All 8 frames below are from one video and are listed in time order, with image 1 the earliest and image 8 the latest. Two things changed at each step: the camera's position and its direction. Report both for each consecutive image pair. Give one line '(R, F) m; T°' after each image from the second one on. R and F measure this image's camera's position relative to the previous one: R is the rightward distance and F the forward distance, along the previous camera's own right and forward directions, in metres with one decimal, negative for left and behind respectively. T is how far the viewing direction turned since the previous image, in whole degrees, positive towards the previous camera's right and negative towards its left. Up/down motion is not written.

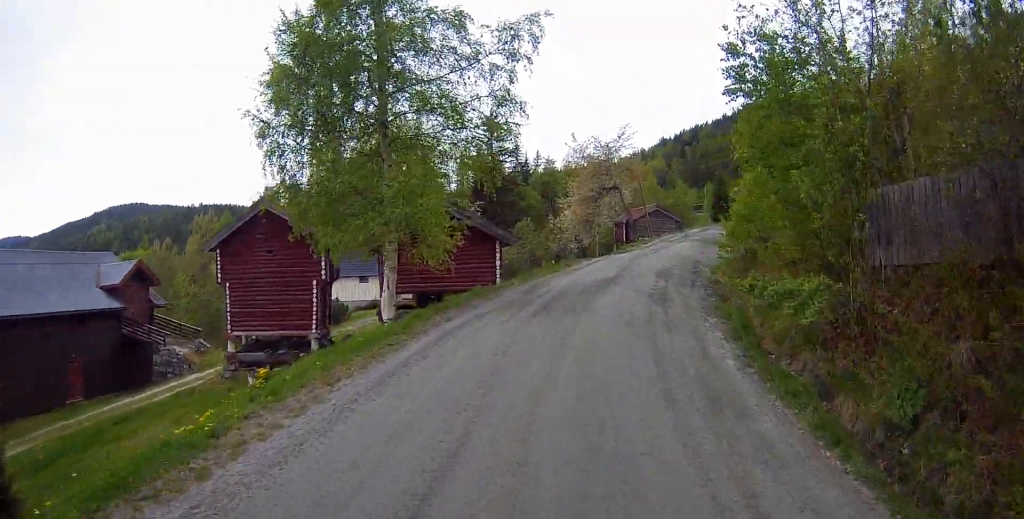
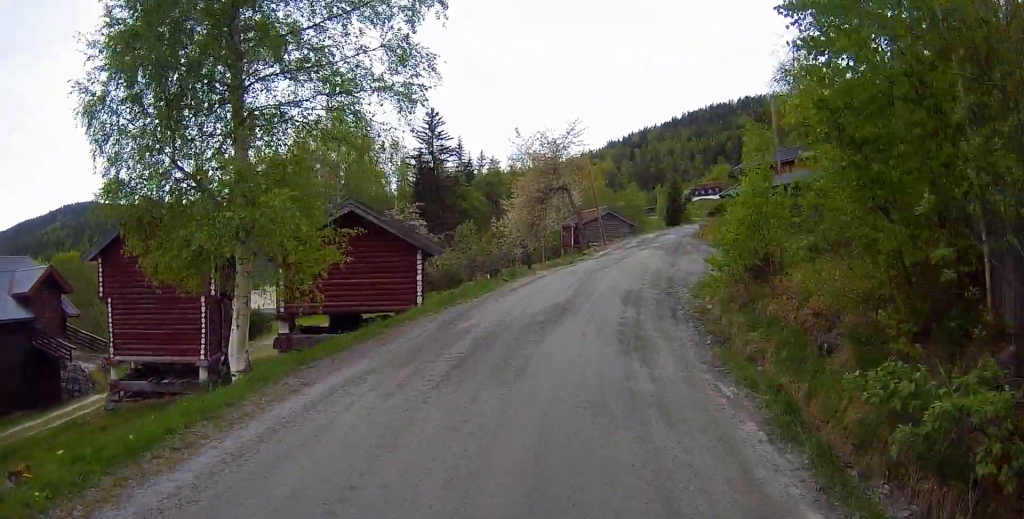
(+0.3, +4.3) m; +4°
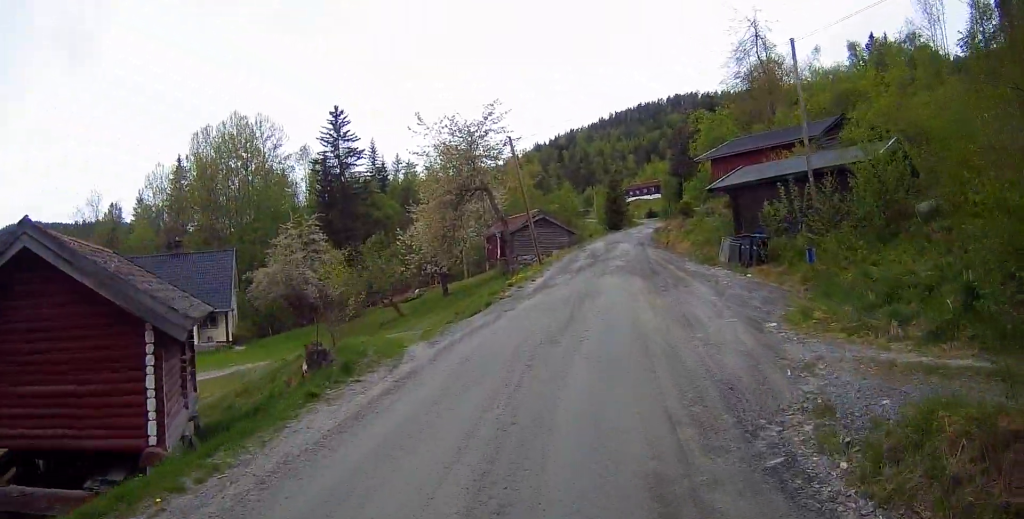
(+0.6, +10.2) m; +6°
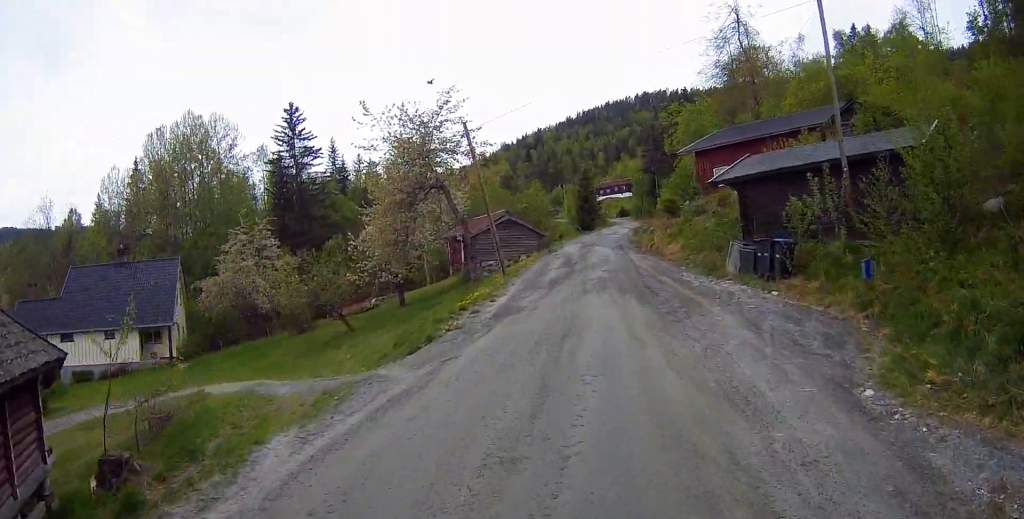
(+0.1, +4.4) m; +3°
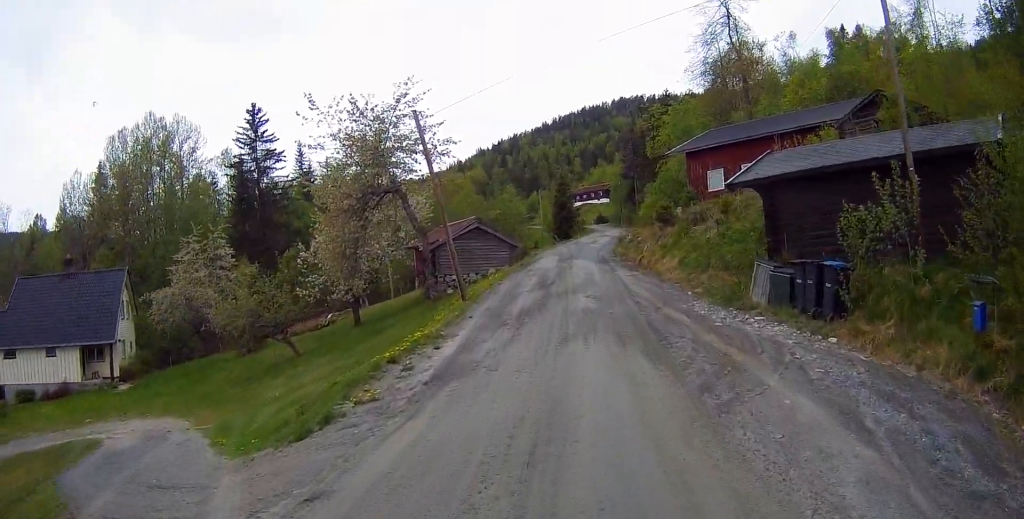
(+0.1, +4.2) m; +3°
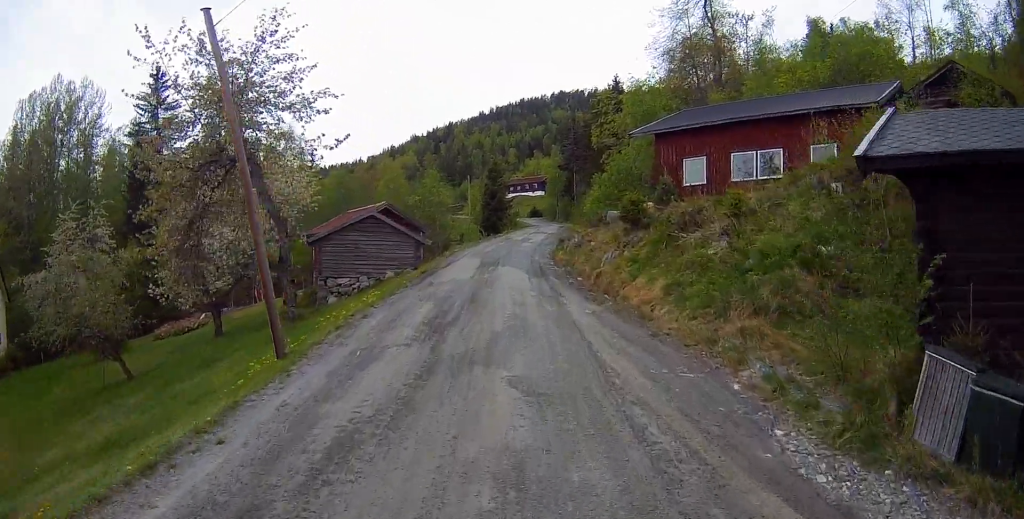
(+0.5, +8.7) m; +1°
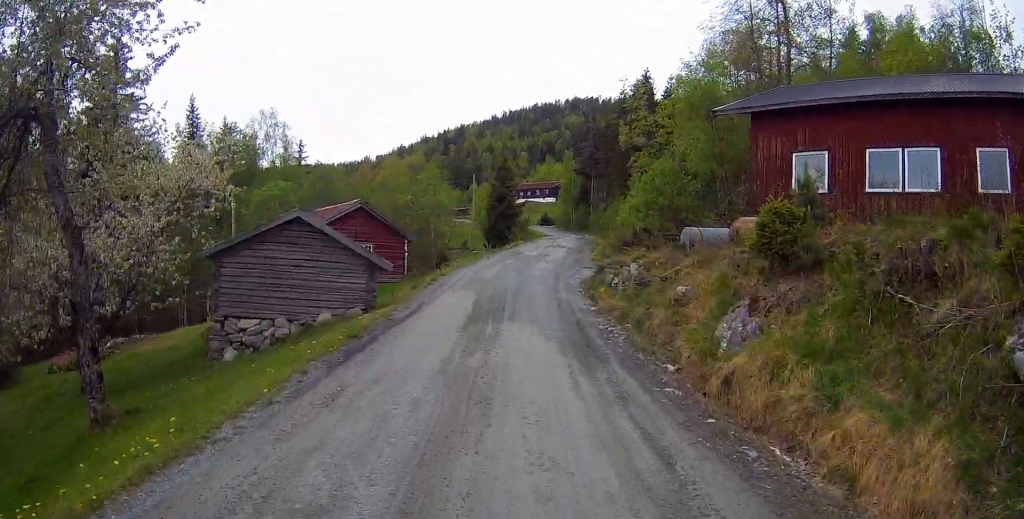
(-0.4, +10.3) m; -2°
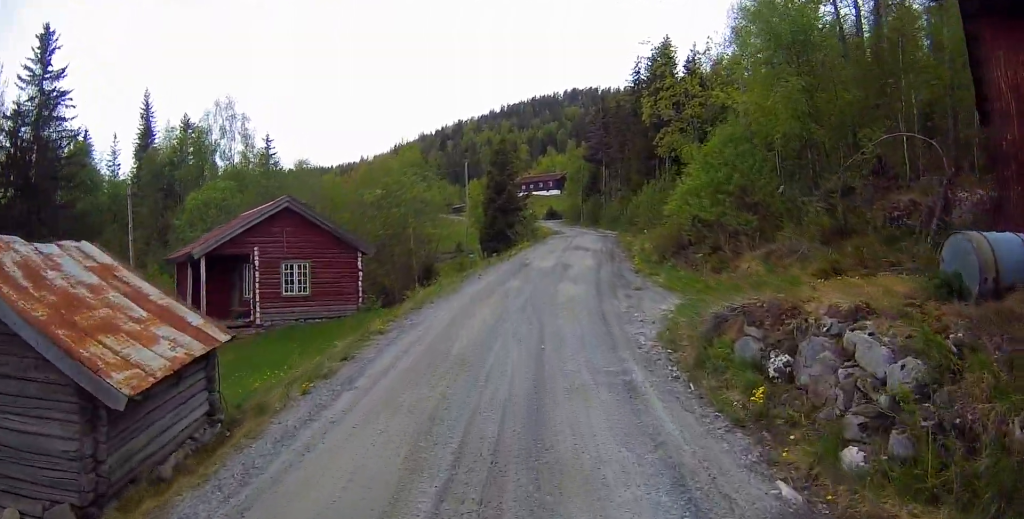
(+0.4, +10.8) m; +3°
